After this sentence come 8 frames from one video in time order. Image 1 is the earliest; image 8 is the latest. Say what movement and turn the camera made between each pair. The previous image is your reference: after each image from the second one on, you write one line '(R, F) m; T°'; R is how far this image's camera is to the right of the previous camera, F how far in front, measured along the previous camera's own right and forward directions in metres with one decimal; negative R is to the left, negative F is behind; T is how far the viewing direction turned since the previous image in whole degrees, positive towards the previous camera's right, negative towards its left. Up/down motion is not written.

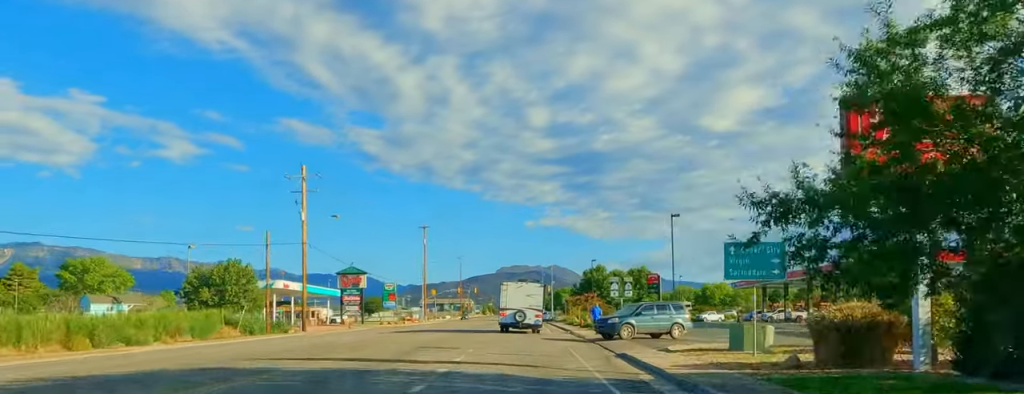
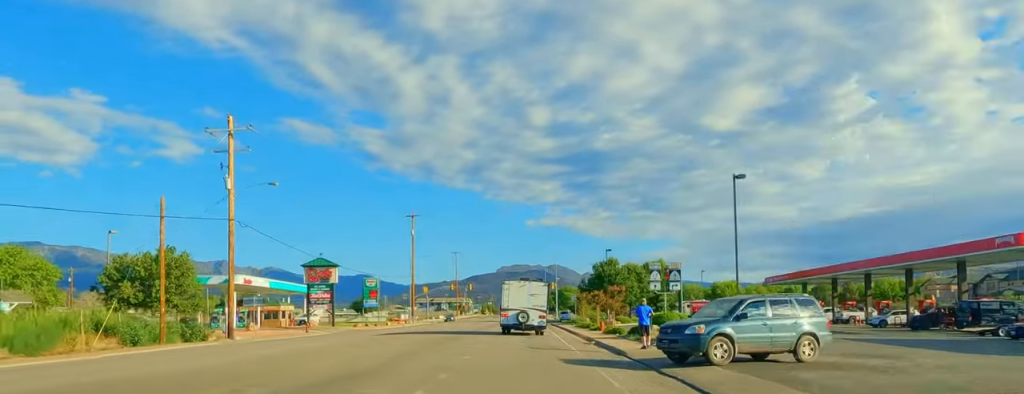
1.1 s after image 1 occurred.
(-0.6, +15.0) m; 0°
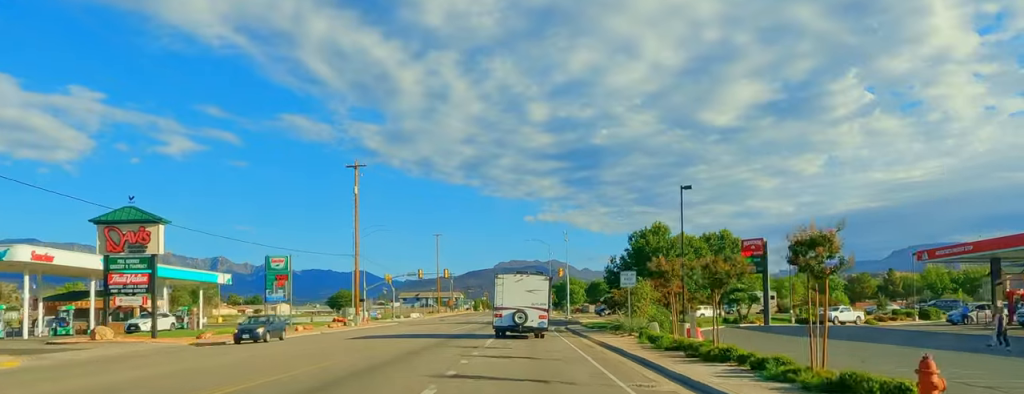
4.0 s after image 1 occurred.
(+1.1, +36.4) m; +2°
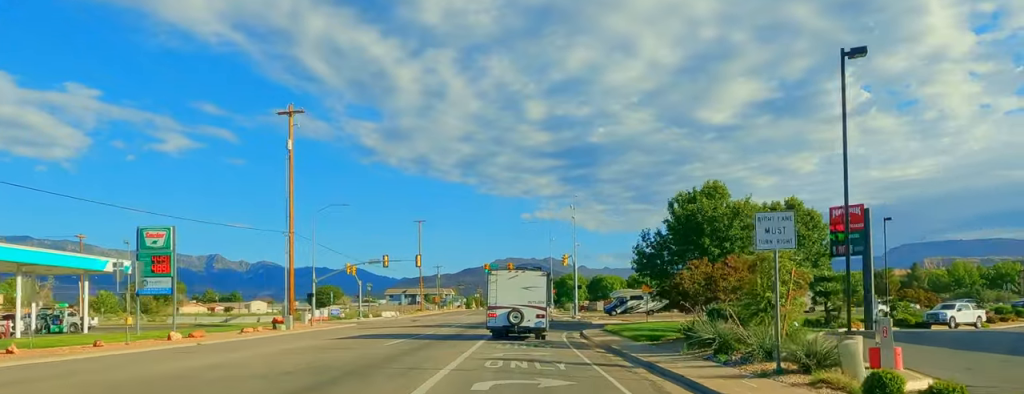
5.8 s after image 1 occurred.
(0.0, +20.1) m; +1°
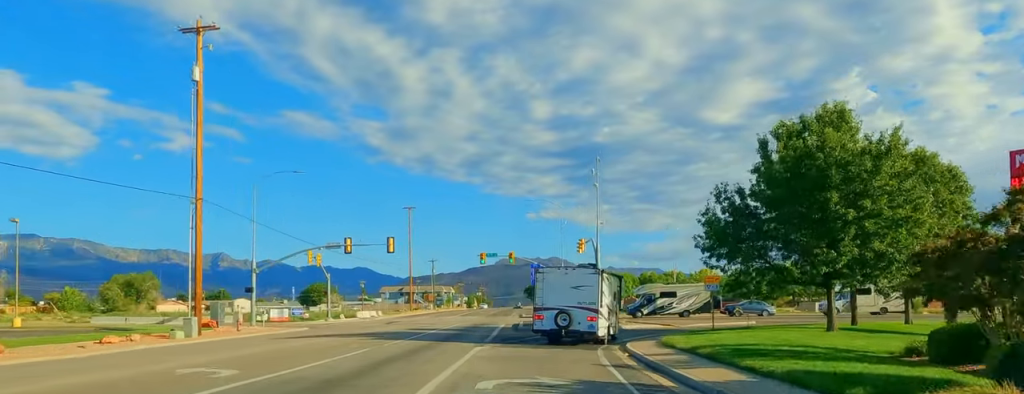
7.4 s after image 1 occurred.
(-0.1, +17.3) m; +3°
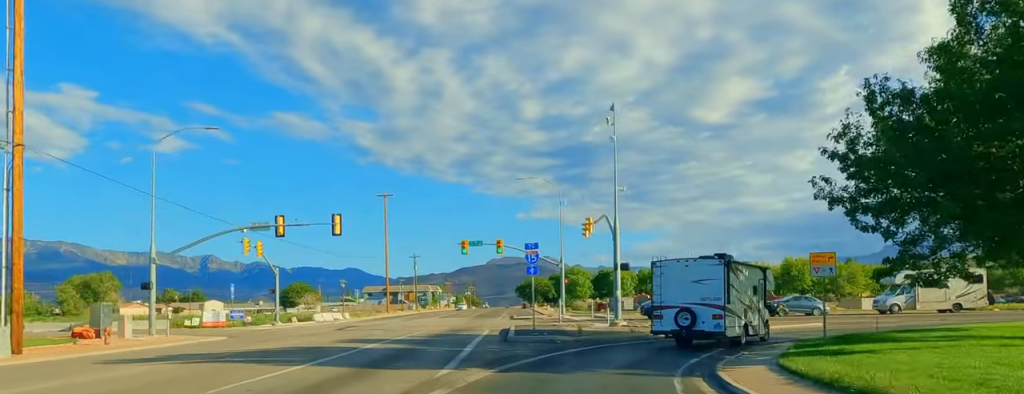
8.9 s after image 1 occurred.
(+0.8, +13.9) m; +8°
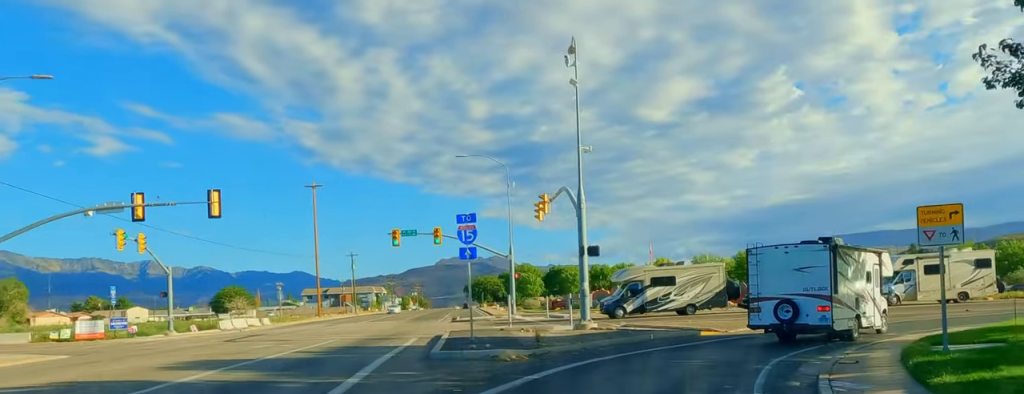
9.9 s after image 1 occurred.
(+0.5, +9.5) m; +9°
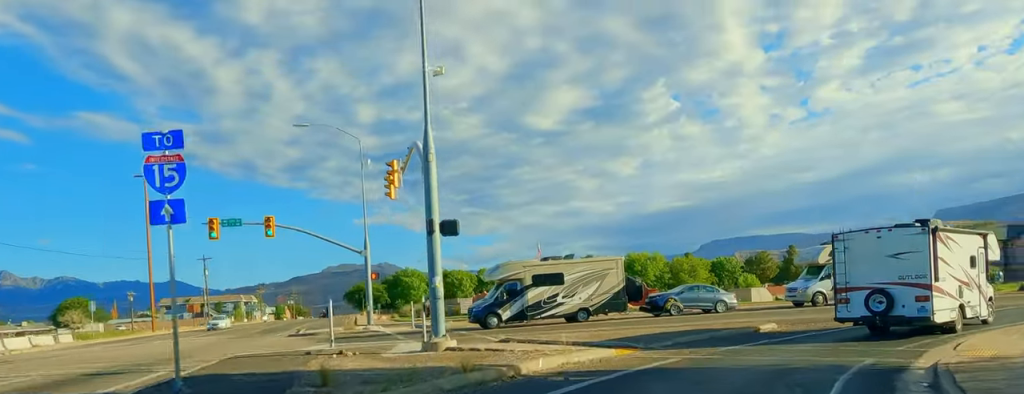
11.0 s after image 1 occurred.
(+0.1, +11.1) m; +15°
